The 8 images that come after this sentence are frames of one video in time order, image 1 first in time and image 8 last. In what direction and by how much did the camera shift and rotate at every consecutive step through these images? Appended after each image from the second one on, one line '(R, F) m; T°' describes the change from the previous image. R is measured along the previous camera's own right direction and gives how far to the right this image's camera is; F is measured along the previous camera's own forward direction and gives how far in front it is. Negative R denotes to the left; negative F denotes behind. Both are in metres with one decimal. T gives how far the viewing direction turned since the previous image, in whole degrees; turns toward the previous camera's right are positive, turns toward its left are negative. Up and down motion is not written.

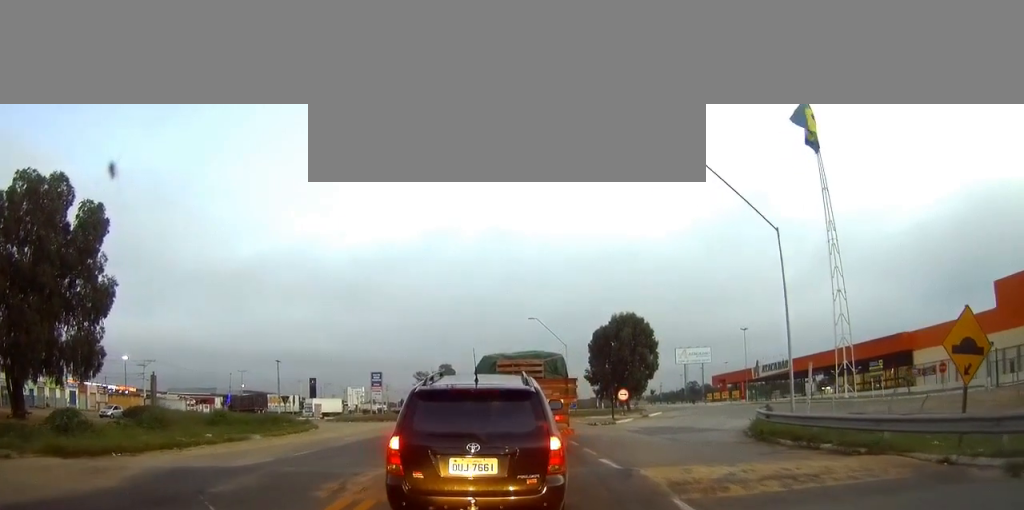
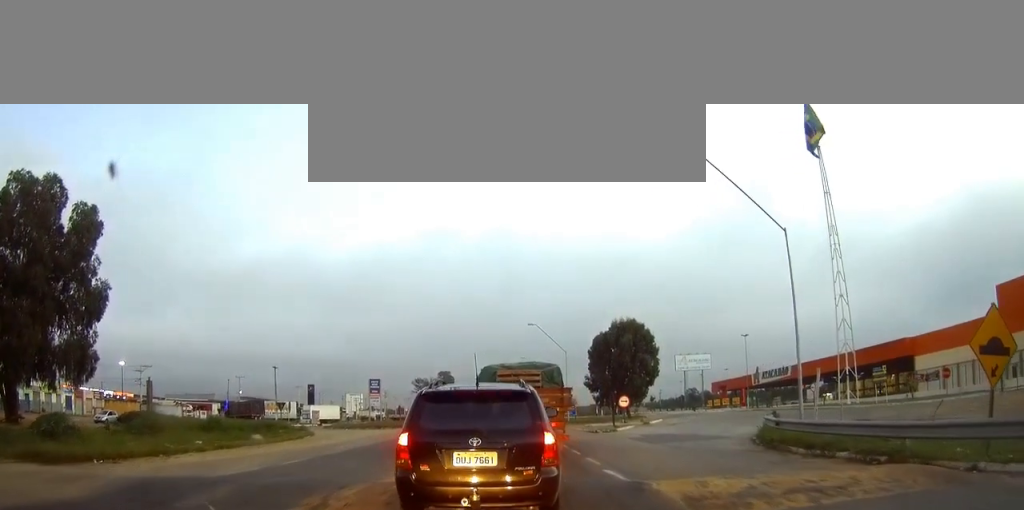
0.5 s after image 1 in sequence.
(0.0, +1.0) m; -1°
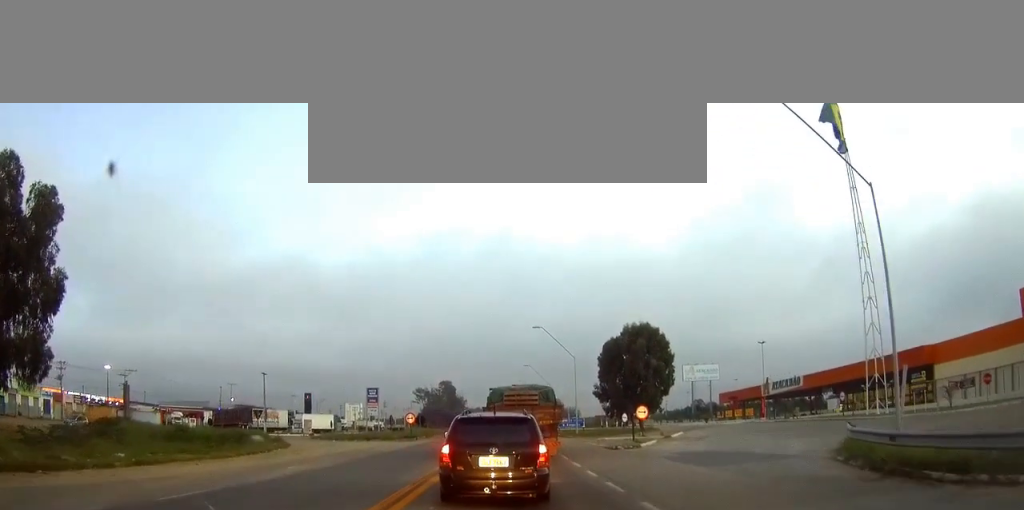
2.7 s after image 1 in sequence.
(+0.2, +6.5) m; +4°
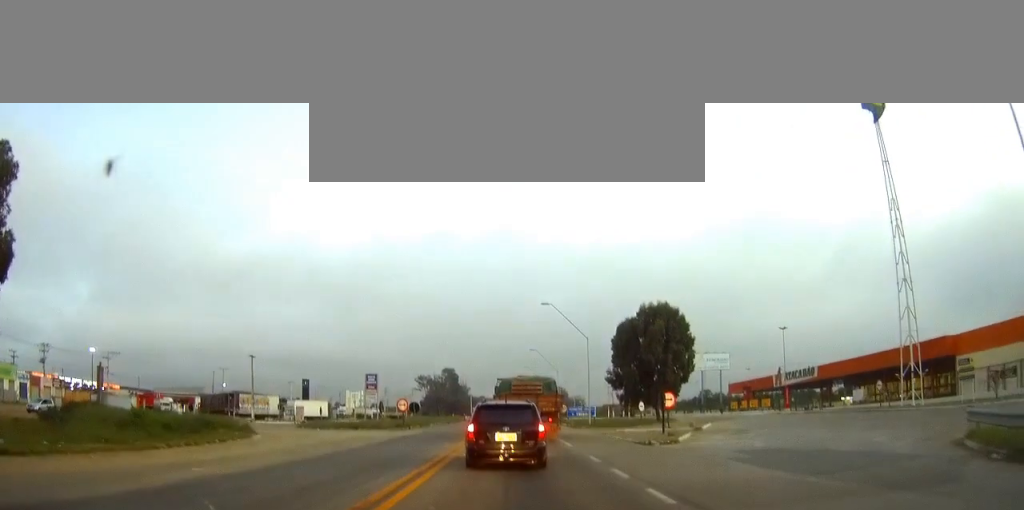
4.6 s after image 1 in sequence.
(0.0, +7.7) m; +1°
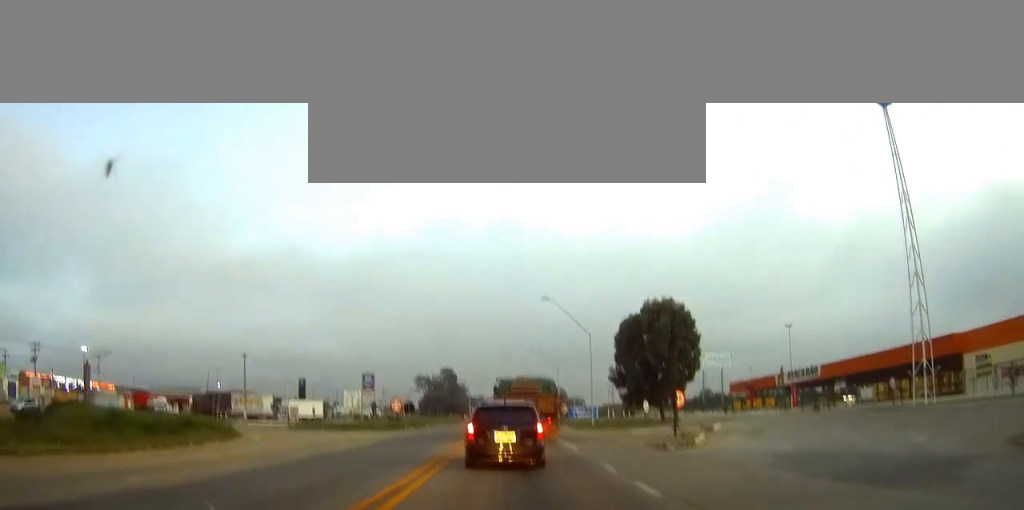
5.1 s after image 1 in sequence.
(0.0, +2.8) m; 0°
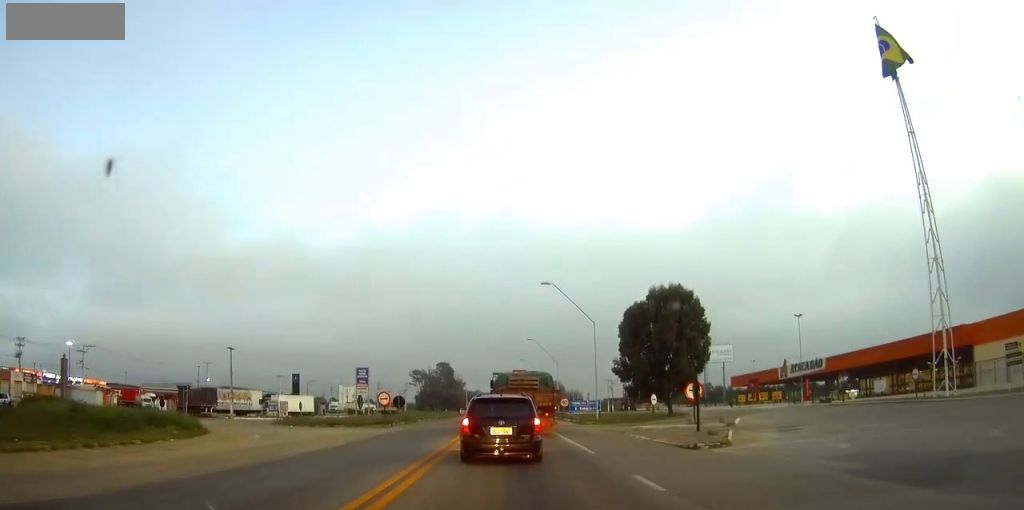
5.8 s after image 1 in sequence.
(0.0, +4.4) m; 0°
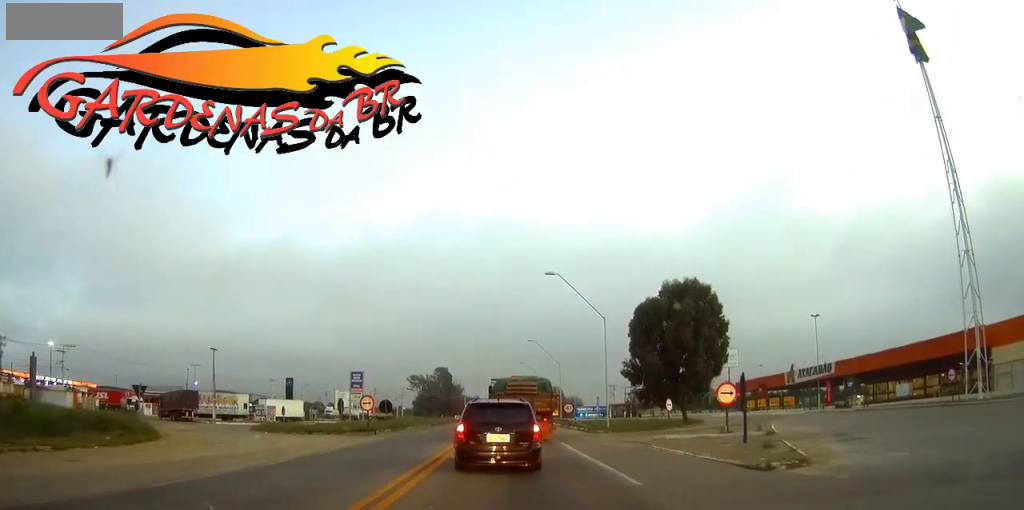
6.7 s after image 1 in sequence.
(0.0, +5.7) m; 0°
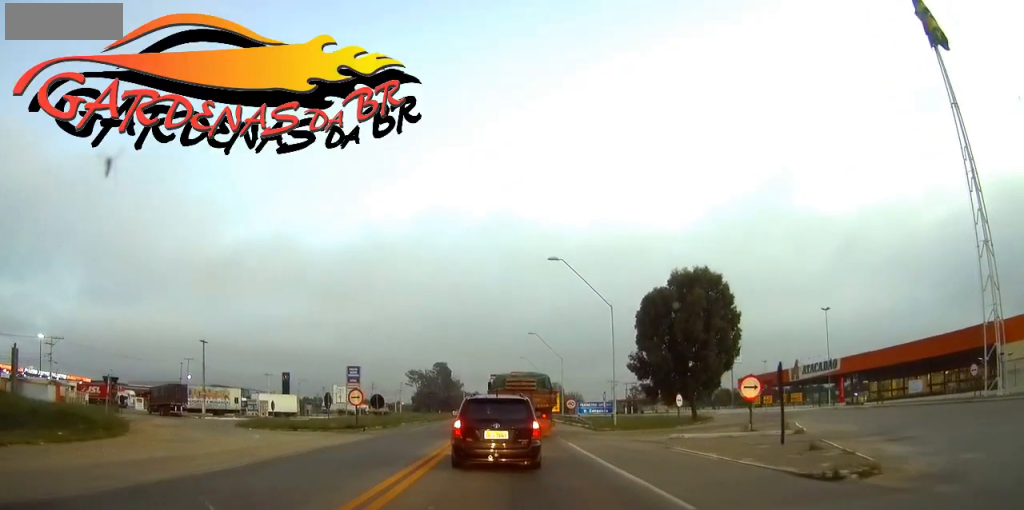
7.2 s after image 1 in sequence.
(0.0, +3.1) m; +1°
